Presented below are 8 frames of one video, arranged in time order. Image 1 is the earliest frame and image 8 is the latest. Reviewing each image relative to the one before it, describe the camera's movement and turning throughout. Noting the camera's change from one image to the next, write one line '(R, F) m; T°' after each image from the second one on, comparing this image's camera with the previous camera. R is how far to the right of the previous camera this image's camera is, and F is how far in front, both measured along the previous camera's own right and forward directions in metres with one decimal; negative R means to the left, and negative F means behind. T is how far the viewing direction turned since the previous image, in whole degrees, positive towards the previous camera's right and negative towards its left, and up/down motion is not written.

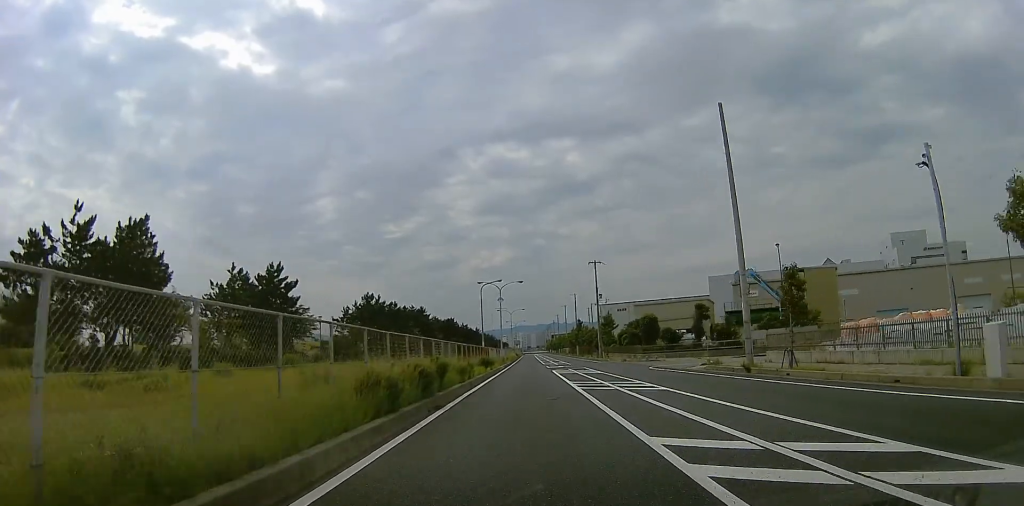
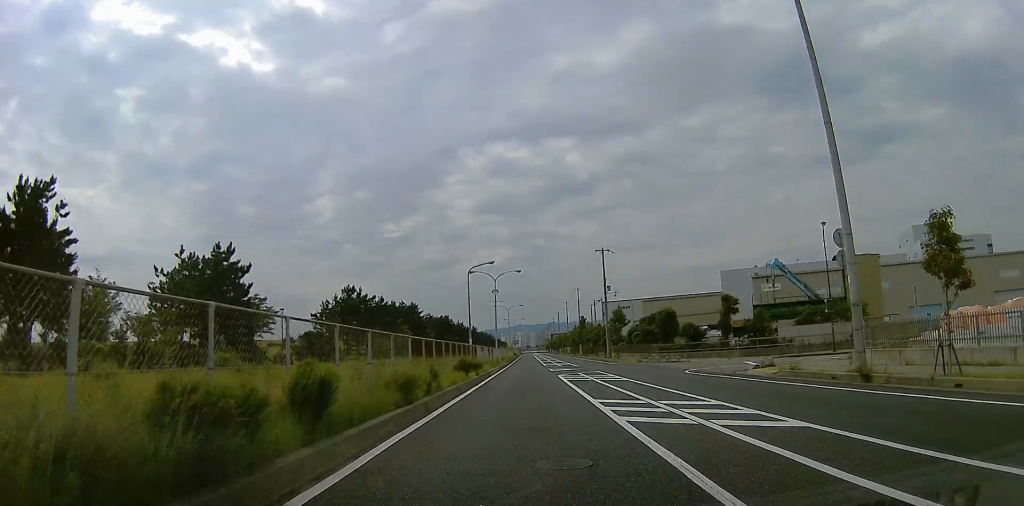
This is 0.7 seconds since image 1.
(-0.5, +9.7) m; 0°
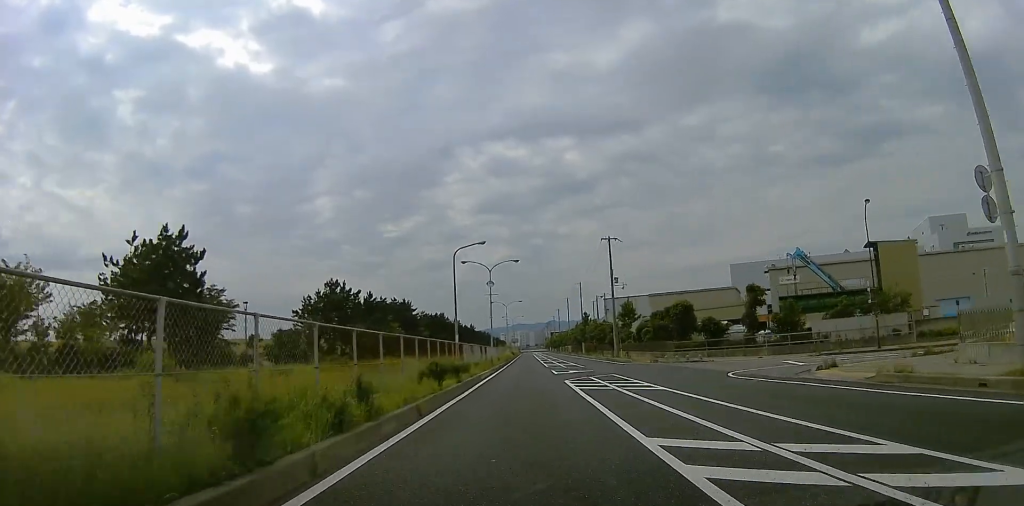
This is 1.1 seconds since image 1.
(-0.2, +7.0) m; 0°
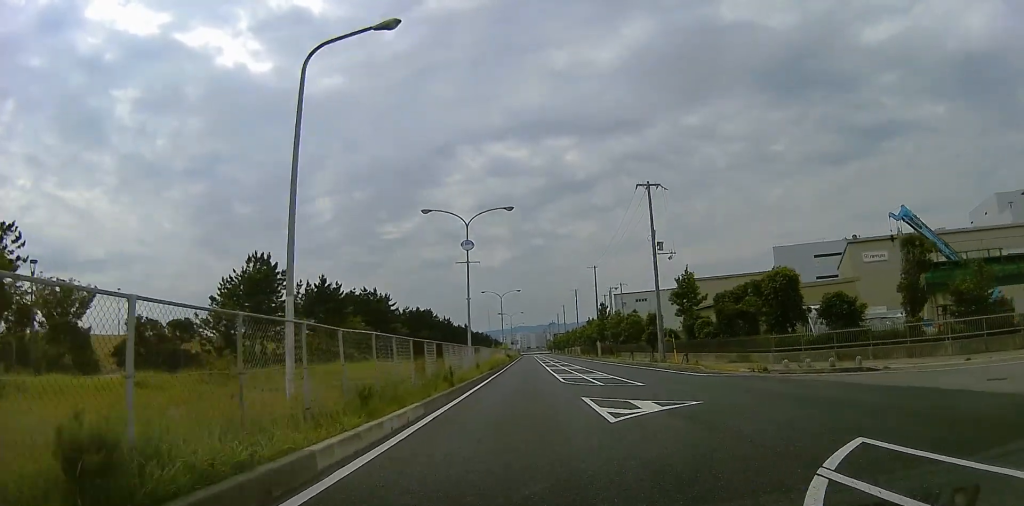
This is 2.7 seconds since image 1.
(+0.2, +22.5) m; 0°
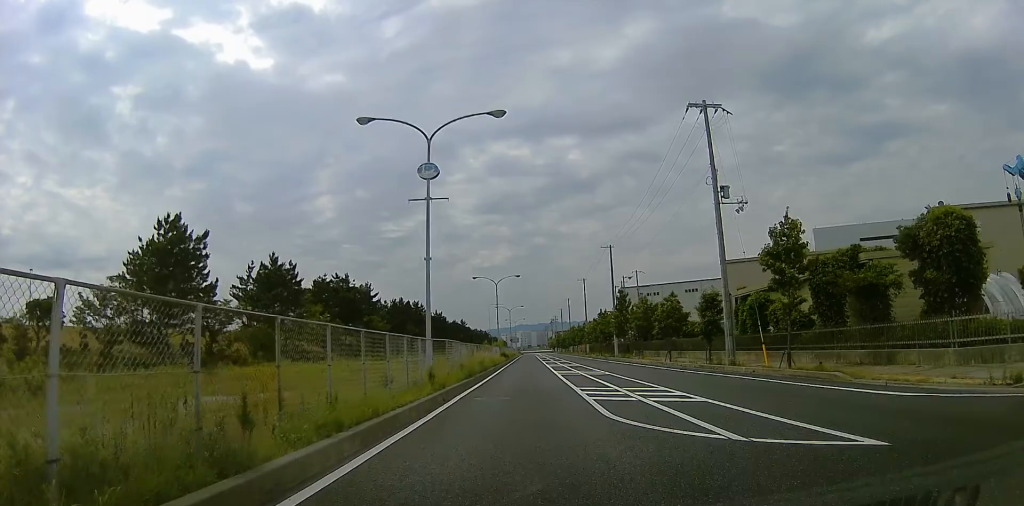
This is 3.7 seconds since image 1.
(+0.2, +15.0) m; 0°
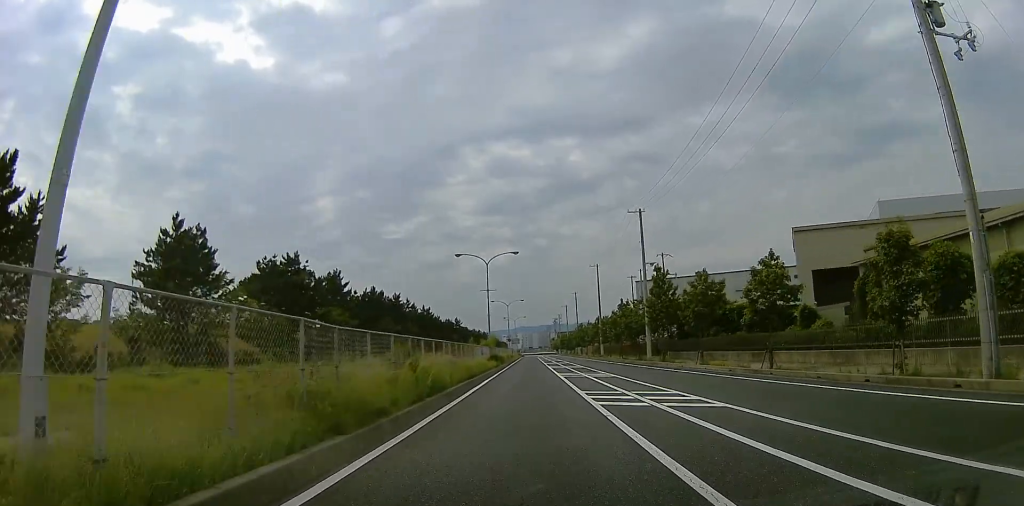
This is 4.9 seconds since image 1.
(-0.4, +17.7) m; 0°
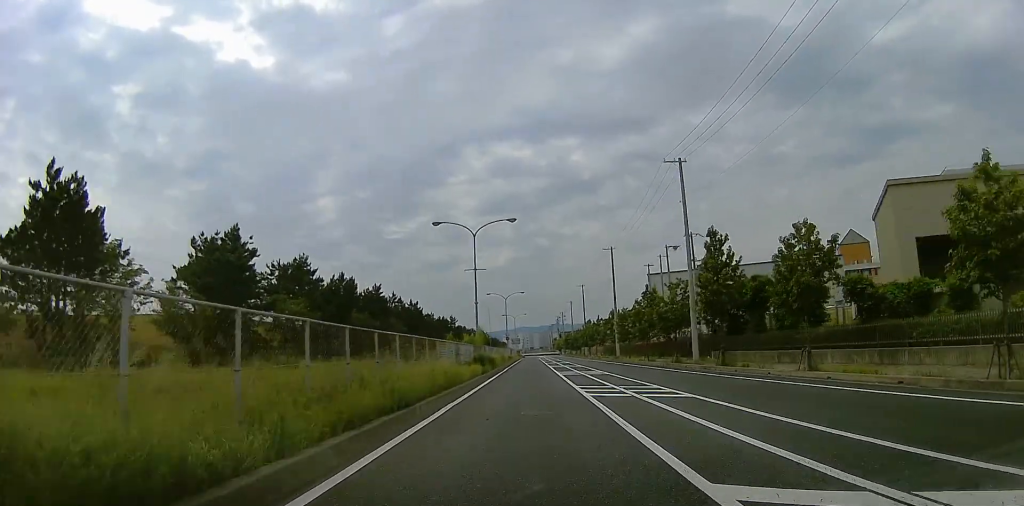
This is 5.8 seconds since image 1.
(+0.5, +13.5) m; 0°
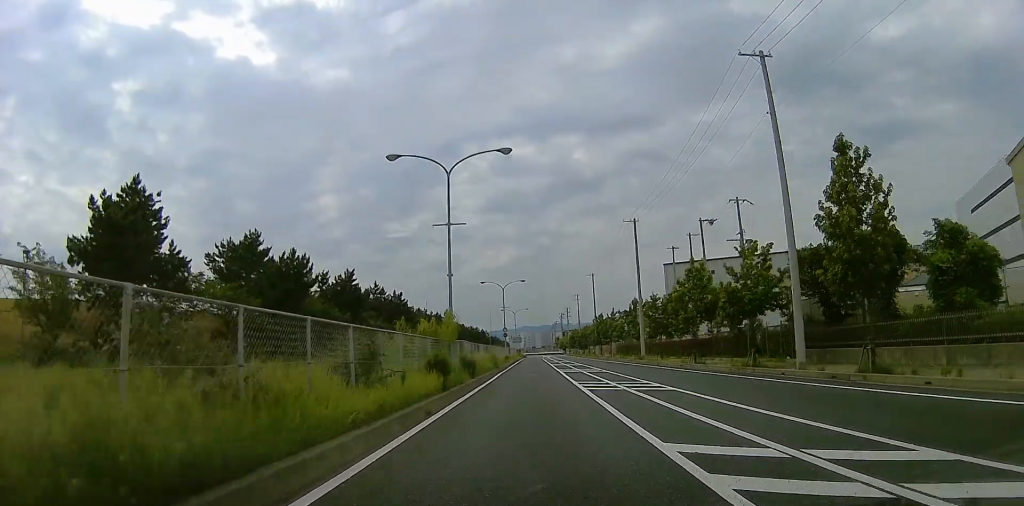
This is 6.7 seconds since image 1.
(-0.4, +14.2) m; -2°
